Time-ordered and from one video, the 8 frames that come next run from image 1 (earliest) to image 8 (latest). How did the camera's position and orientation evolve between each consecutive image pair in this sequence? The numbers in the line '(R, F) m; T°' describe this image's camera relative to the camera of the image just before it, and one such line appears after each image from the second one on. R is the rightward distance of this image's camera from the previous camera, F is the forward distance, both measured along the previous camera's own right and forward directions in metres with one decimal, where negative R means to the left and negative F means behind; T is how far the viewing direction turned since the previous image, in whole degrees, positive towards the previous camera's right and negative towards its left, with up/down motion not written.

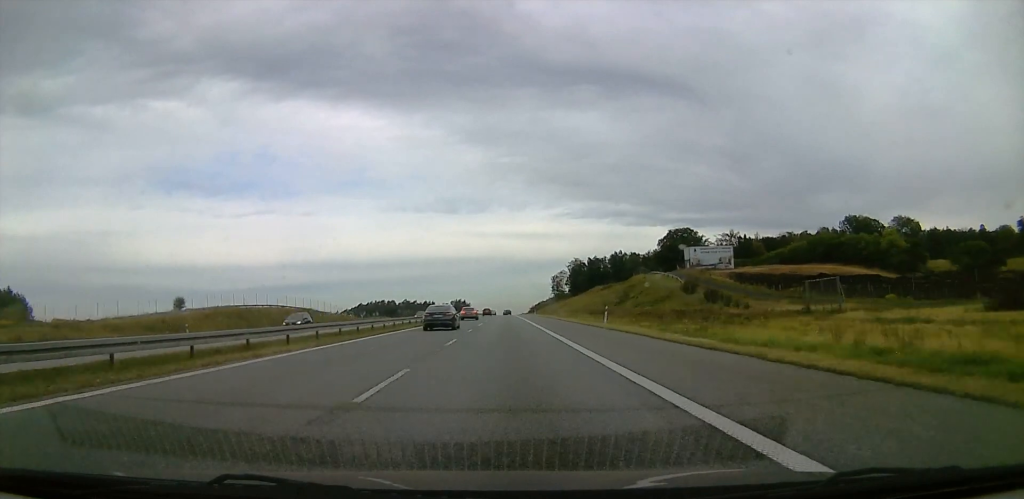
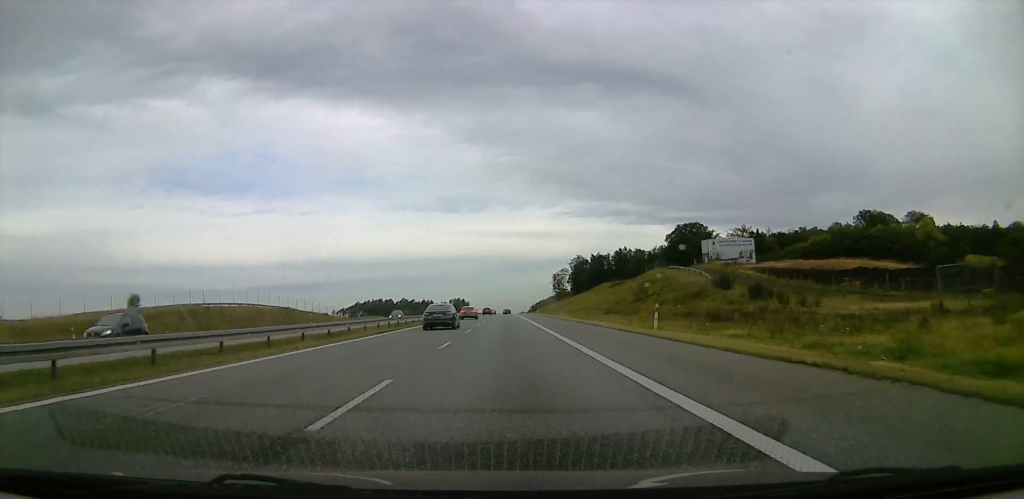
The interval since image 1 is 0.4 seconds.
(0.0, +14.0) m; 0°
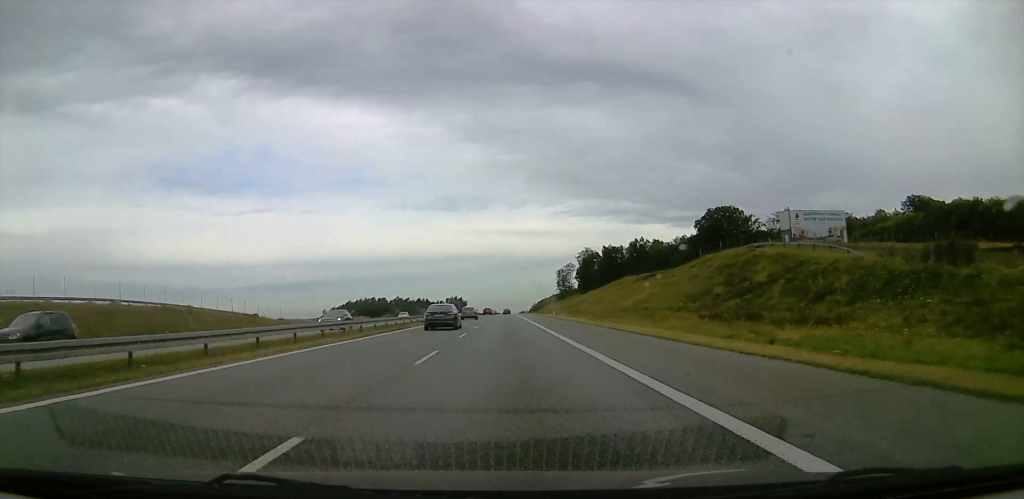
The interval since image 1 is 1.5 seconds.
(0.0, +39.8) m; 0°
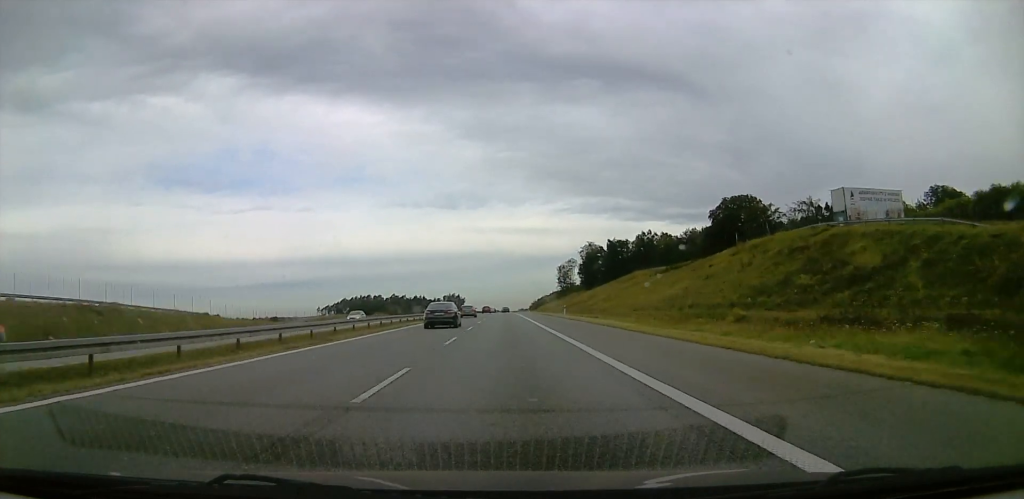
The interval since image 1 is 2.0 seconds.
(0.0, +17.6) m; +1°
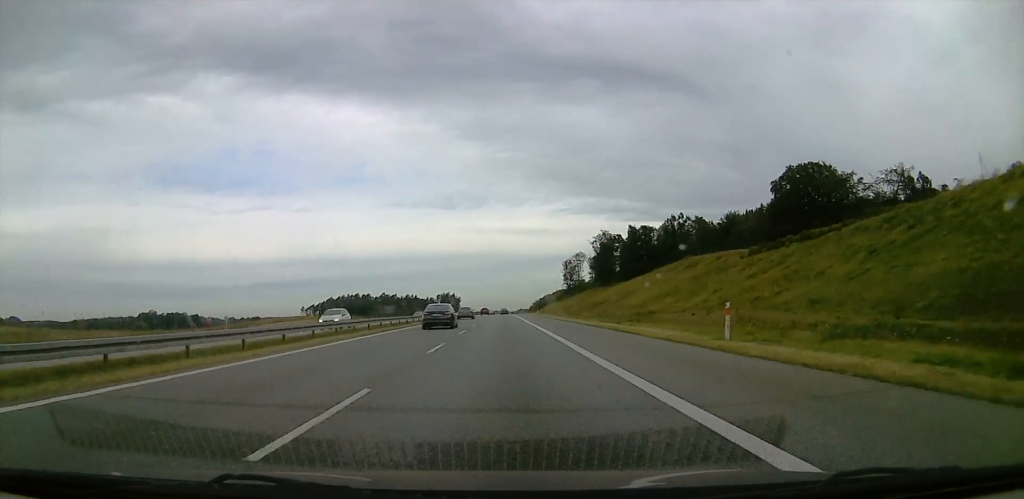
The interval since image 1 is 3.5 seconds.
(+1.1, +51.6) m; +1°
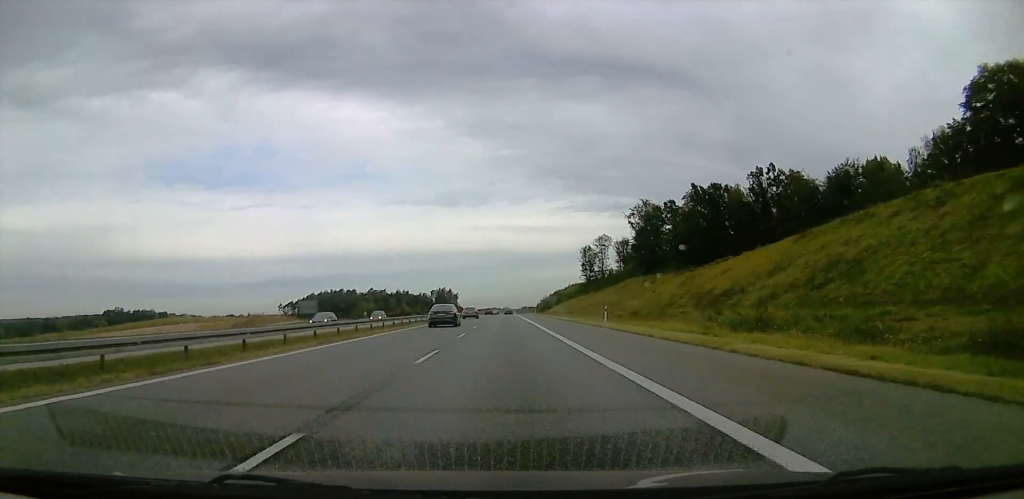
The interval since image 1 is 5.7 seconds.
(-1.9, +77.2) m; -2°
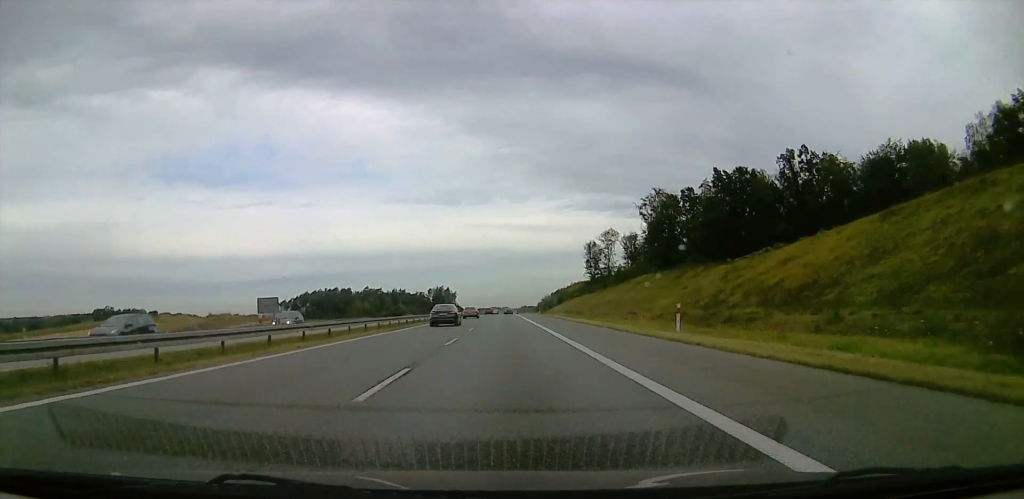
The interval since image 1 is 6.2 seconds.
(0.0, +17.9) m; 0°
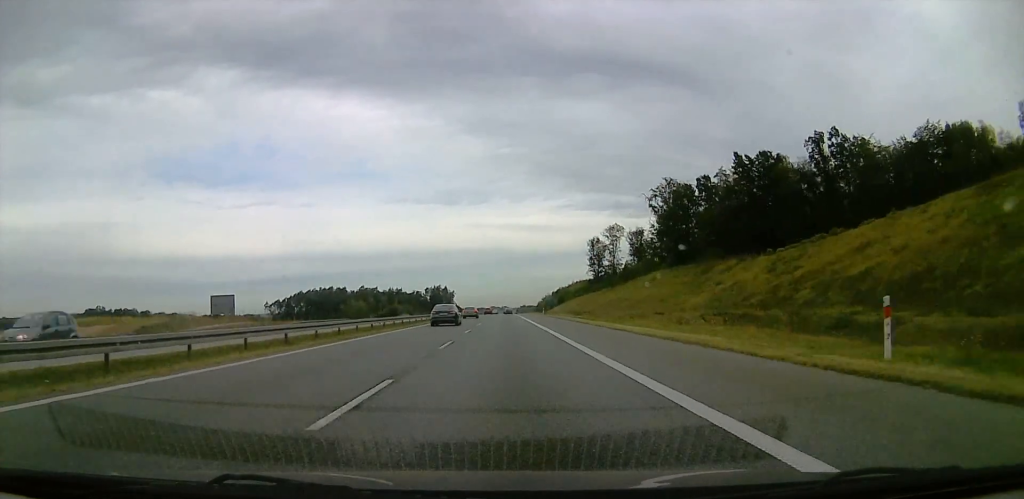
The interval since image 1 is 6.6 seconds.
(0.0, +14.4) m; 0°
